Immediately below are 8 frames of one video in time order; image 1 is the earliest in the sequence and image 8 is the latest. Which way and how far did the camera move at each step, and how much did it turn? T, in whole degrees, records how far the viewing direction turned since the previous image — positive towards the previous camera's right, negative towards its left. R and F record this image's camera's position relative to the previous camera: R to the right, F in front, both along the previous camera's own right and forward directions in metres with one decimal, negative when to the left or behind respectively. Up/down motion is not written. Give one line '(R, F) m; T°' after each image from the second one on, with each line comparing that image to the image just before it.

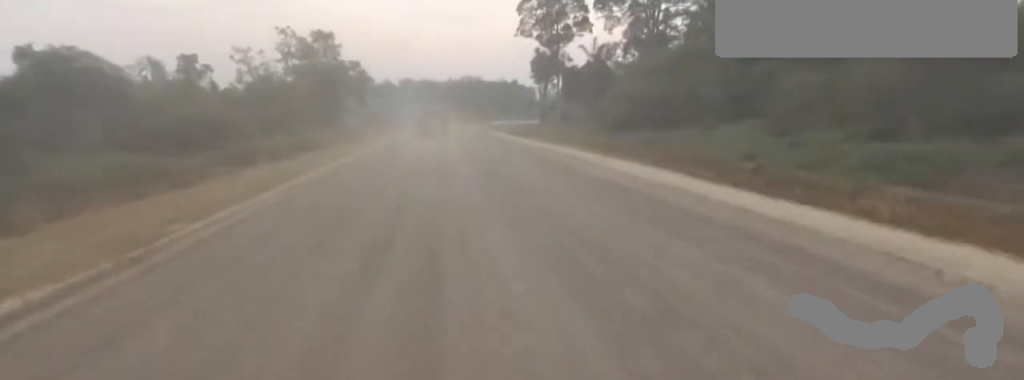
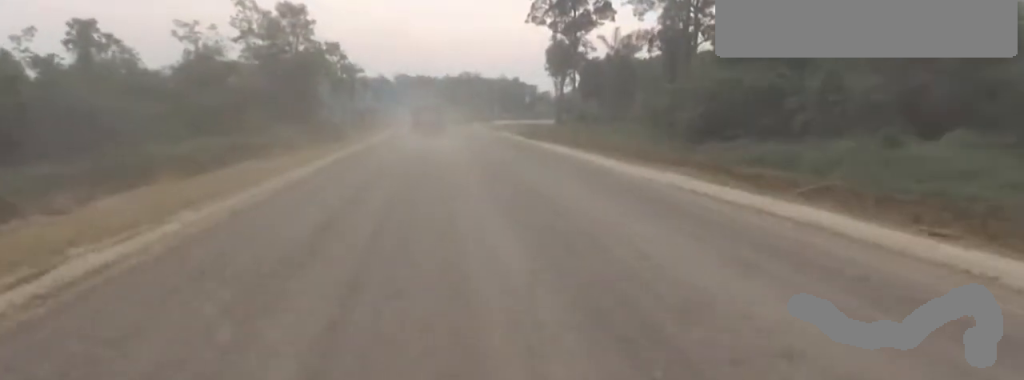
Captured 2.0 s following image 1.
(+0.6, +17.1) m; +4°
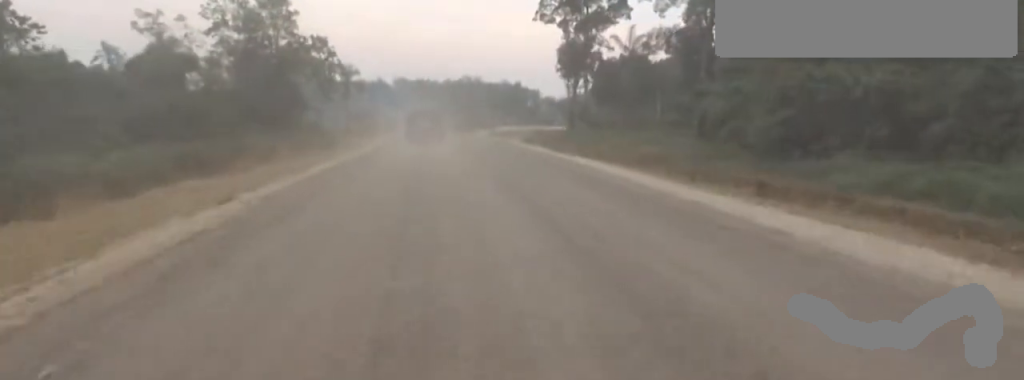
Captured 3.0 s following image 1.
(+0.2, +8.9) m; 0°
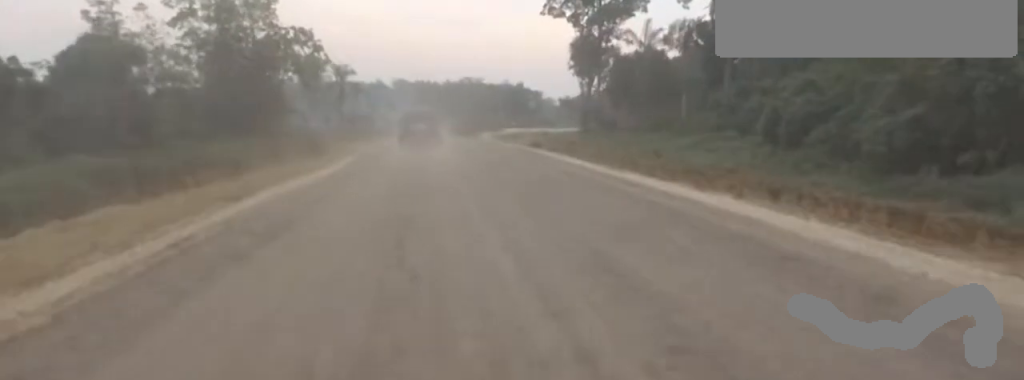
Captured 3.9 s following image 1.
(-0.1, +8.2) m; -3°
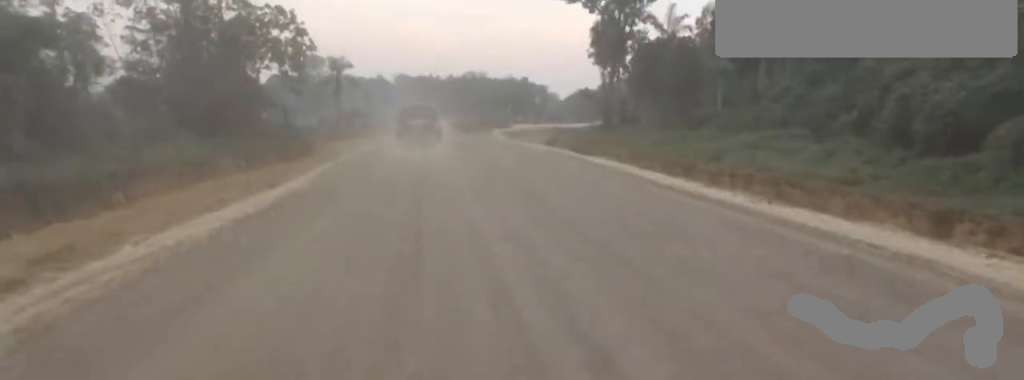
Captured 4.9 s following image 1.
(-0.3, +8.5) m; -3°
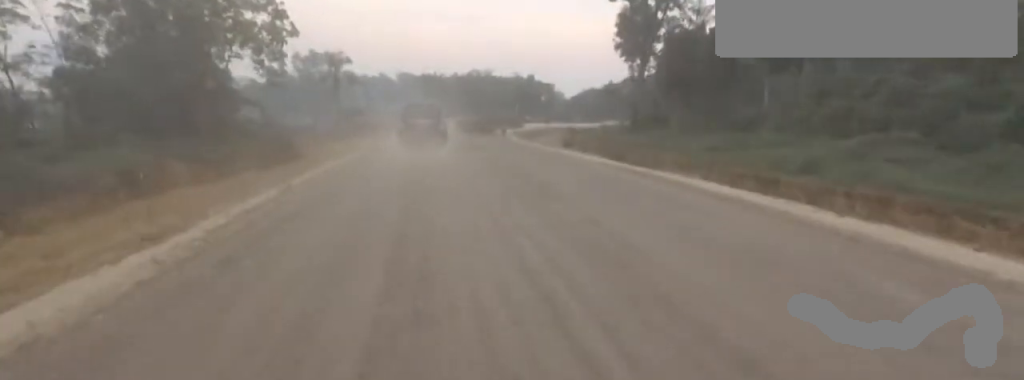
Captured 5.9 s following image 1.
(-0.1, +8.3) m; +2°
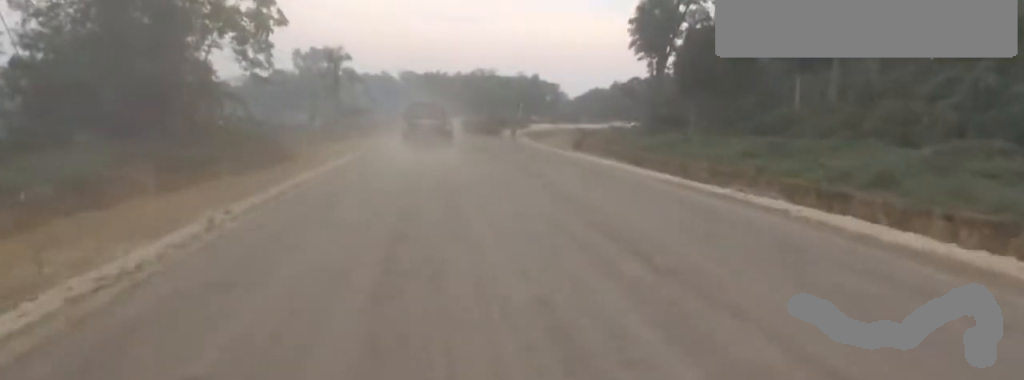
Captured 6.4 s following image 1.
(0.0, +4.3) m; +2°
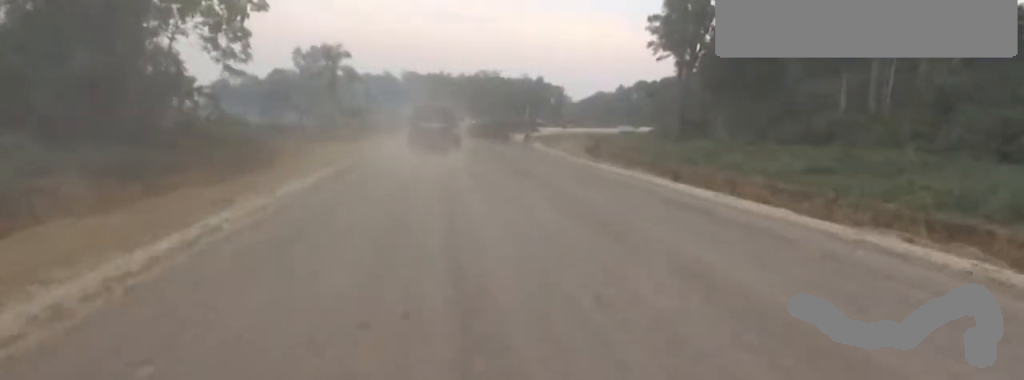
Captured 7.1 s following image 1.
(+0.4, +5.5) m; +3°
